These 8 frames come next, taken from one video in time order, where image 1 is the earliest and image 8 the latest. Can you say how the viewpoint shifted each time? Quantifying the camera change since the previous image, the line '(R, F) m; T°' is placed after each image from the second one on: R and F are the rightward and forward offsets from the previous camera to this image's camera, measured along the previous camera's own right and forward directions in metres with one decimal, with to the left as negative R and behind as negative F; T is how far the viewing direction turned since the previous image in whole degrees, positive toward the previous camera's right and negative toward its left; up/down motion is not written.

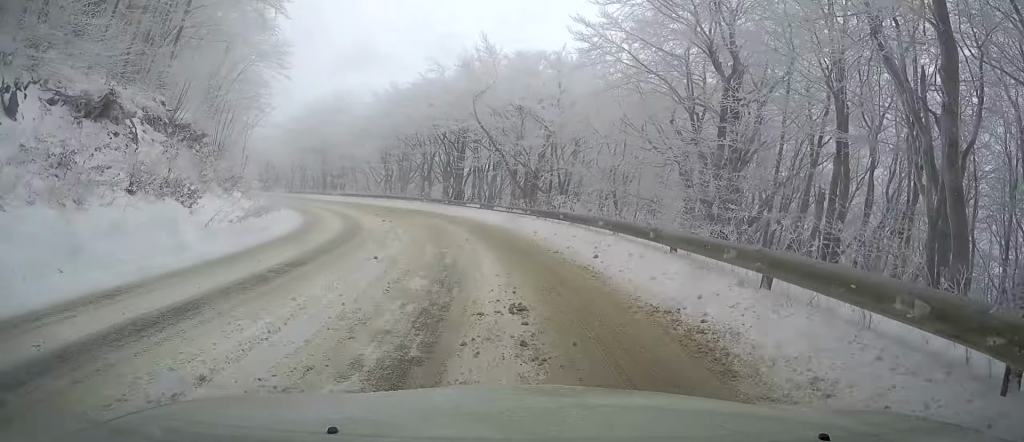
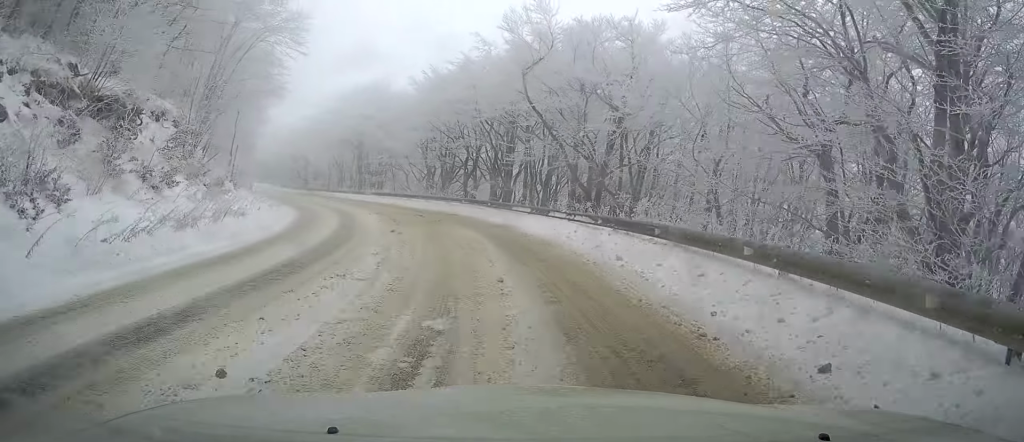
(+0.2, +7.1) m; -2°
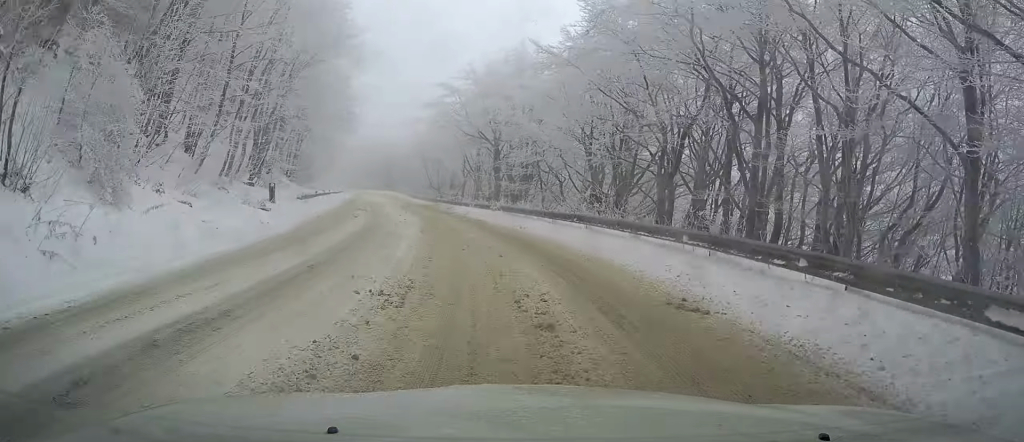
(-1.6, +19.0) m; -11°
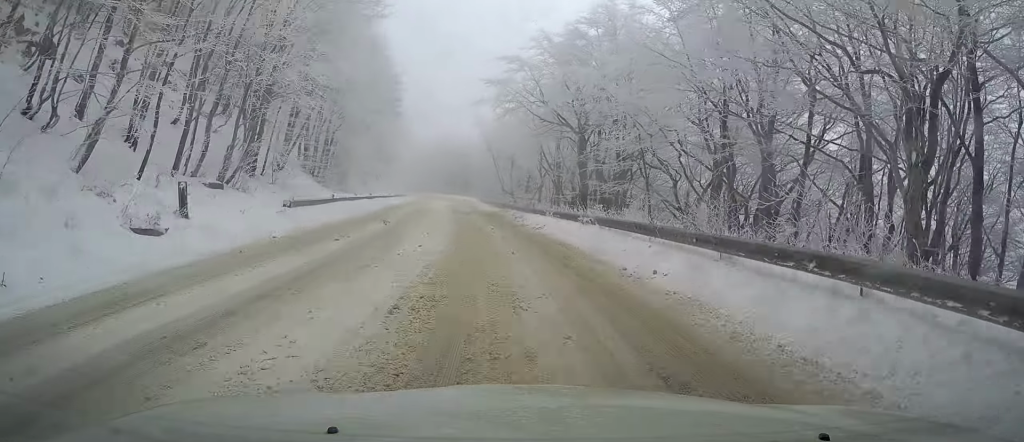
(-0.6, +10.9) m; -8°
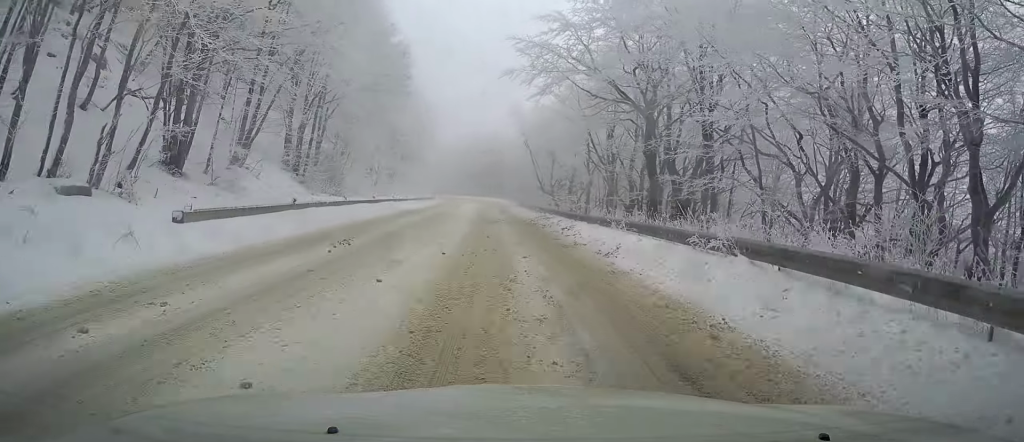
(-0.6, +9.2) m; -5°
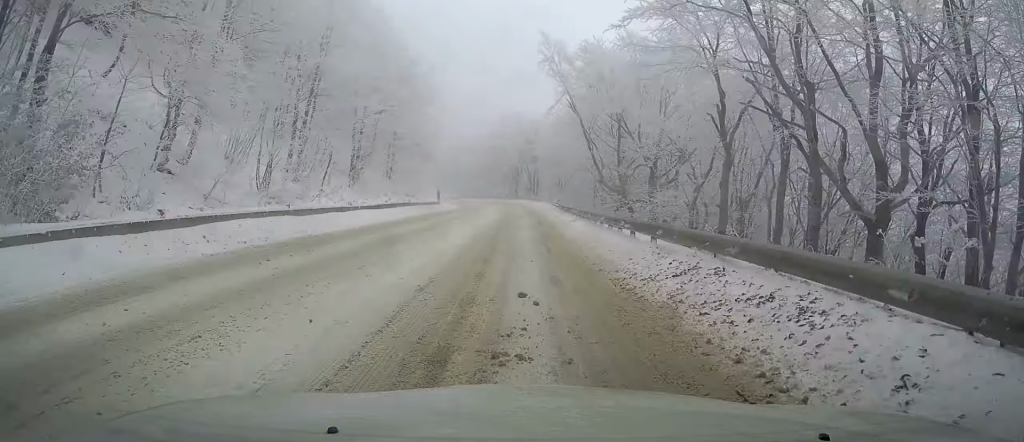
(-0.7, +23.6) m; -2°
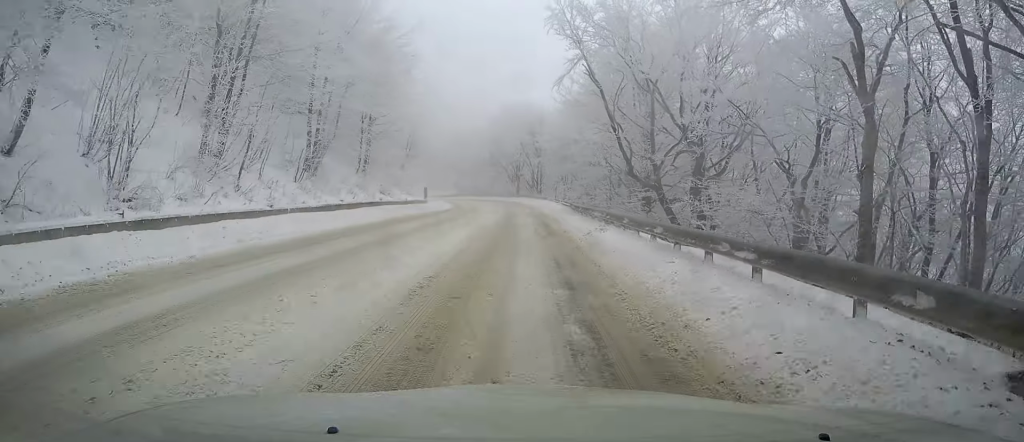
(0.0, +8.5) m; -1°
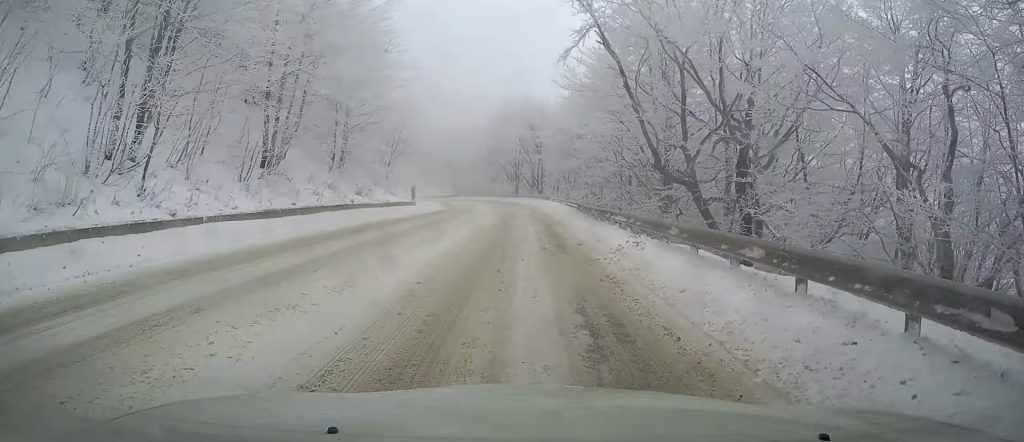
(0.0, +5.3) m; -1°
